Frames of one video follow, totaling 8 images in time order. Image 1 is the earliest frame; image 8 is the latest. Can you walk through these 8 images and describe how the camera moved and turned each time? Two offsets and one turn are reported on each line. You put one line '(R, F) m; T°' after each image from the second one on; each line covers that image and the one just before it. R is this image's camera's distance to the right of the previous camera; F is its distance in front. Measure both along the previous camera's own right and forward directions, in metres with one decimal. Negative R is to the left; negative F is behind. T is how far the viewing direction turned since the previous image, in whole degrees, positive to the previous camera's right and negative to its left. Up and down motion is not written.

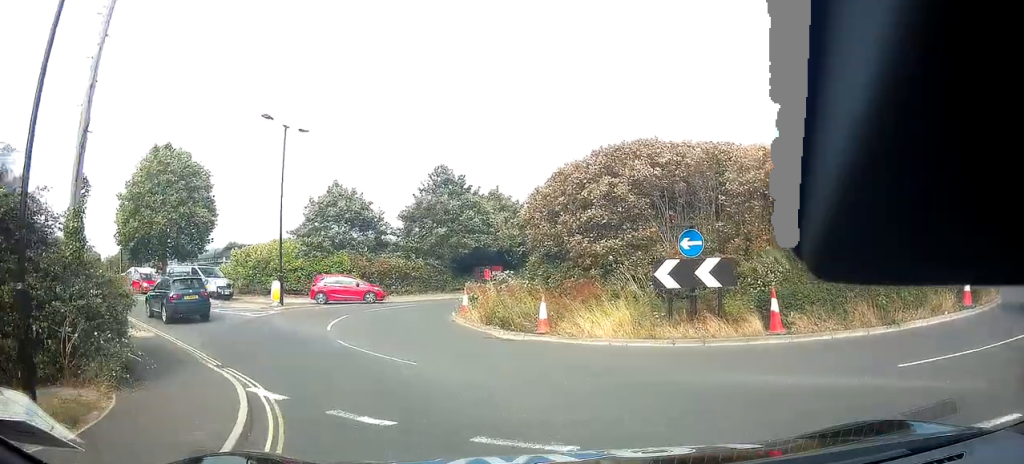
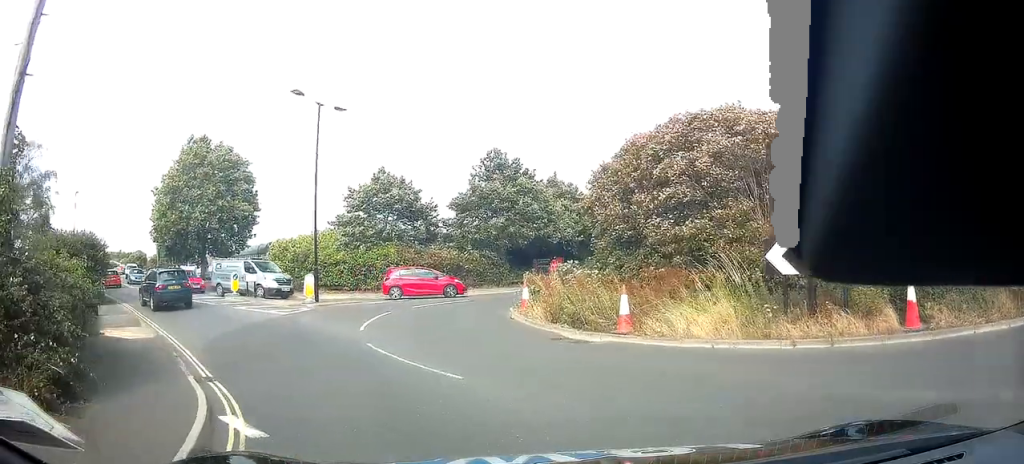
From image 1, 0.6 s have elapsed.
(-0.2, +3.2) m; -7°
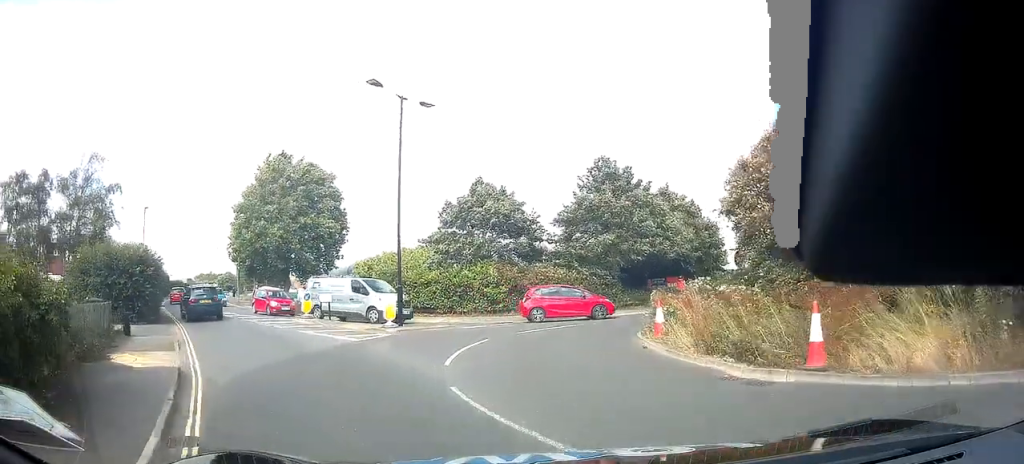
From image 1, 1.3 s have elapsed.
(-0.2, +3.7) m; -7°
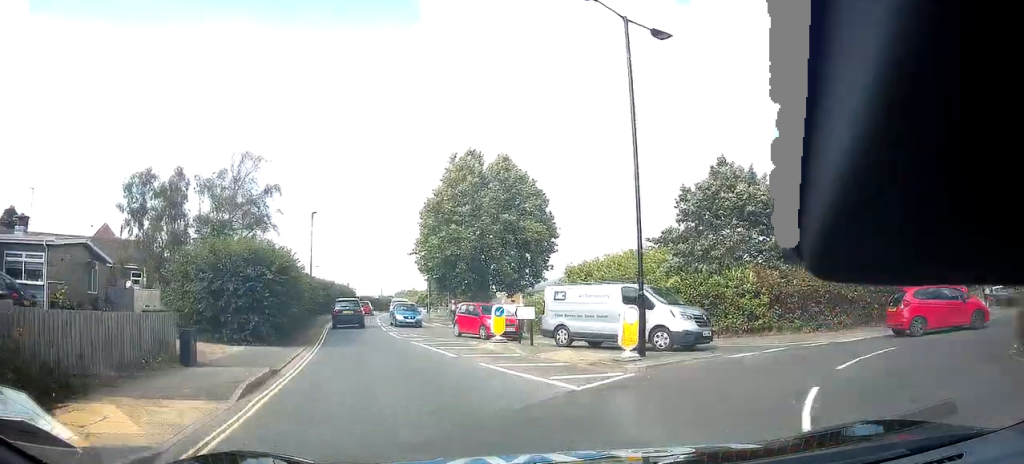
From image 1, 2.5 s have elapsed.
(-0.7, +6.4) m; -17°
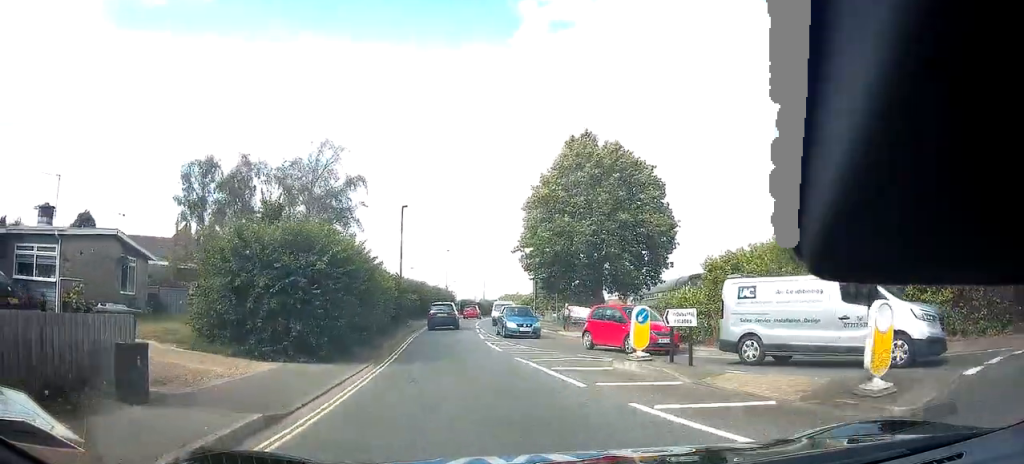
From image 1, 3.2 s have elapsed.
(-0.6, +4.3) m; -10°
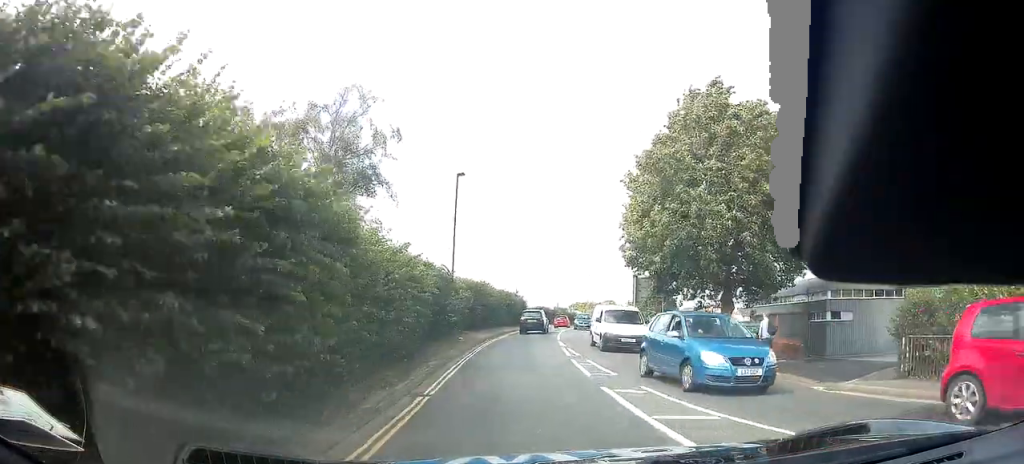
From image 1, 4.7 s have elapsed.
(-1.2, +10.0) m; -11°
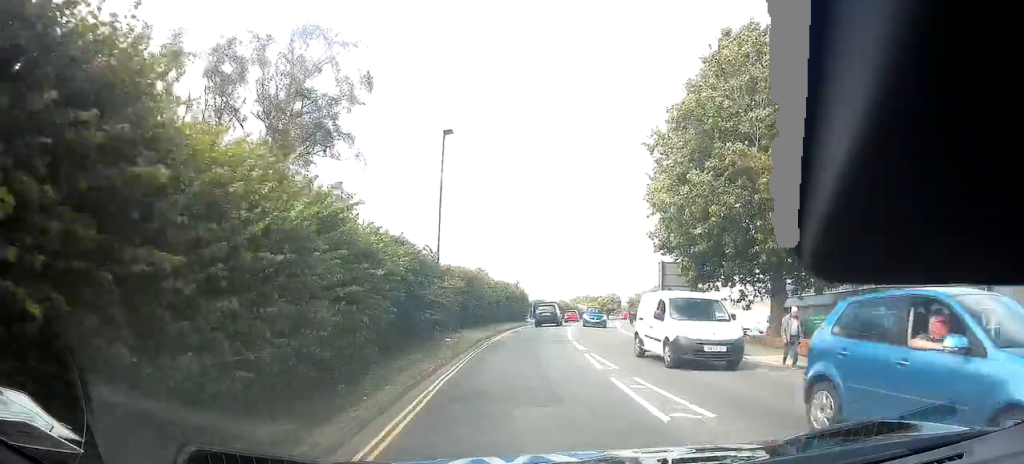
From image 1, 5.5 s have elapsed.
(-0.2, +5.5) m; -2°
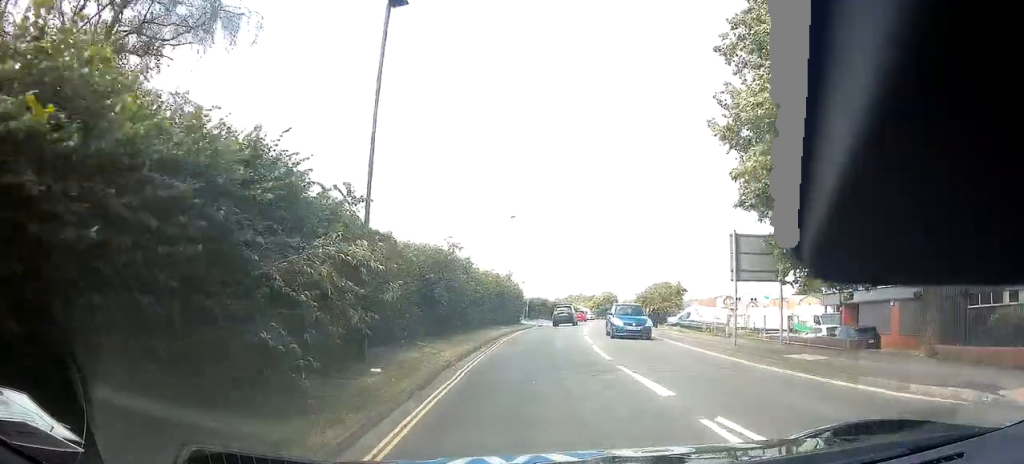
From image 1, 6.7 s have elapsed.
(+0.2, +10.4) m; +3°
